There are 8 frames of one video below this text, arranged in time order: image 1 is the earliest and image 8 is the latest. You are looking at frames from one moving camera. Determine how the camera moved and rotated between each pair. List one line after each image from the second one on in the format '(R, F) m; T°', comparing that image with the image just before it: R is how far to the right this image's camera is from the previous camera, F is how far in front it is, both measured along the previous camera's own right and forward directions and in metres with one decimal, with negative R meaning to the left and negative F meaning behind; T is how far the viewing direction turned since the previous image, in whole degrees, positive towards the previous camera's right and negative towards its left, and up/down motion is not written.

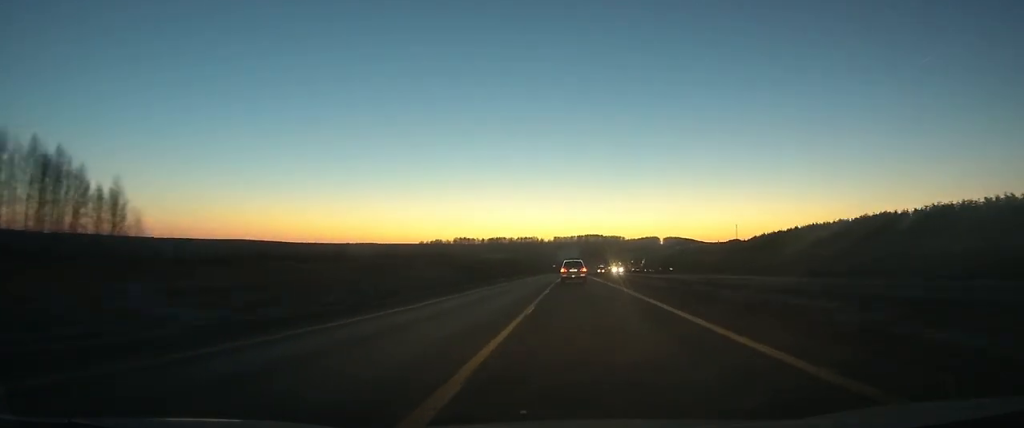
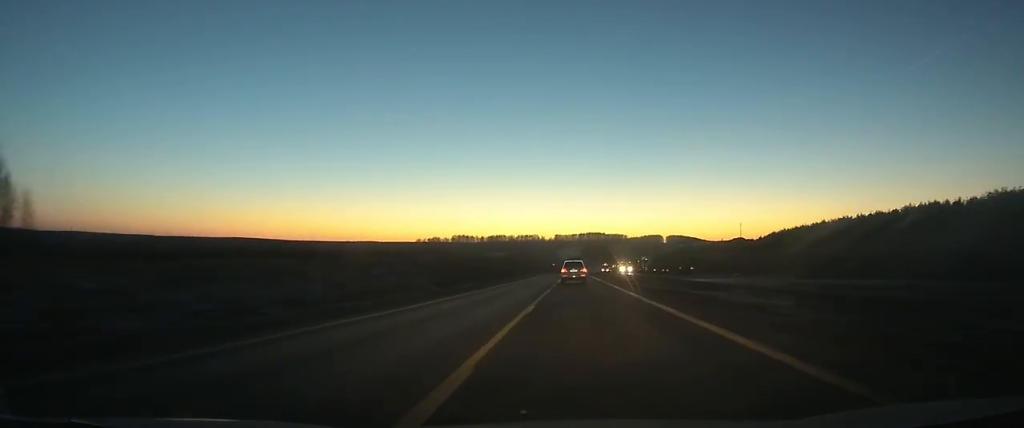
(+0.2, +25.3) m; 0°
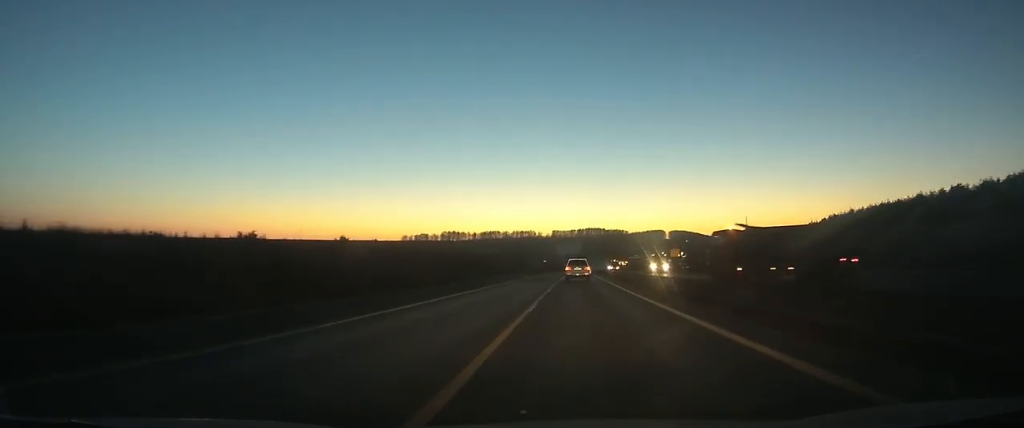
(+0.3, +66.8) m; +1°
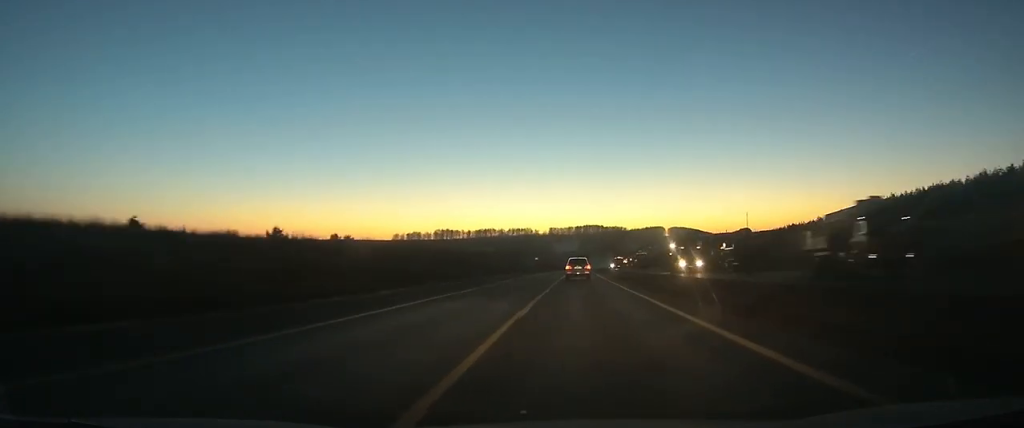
(+0.2, +28.8) m; 0°
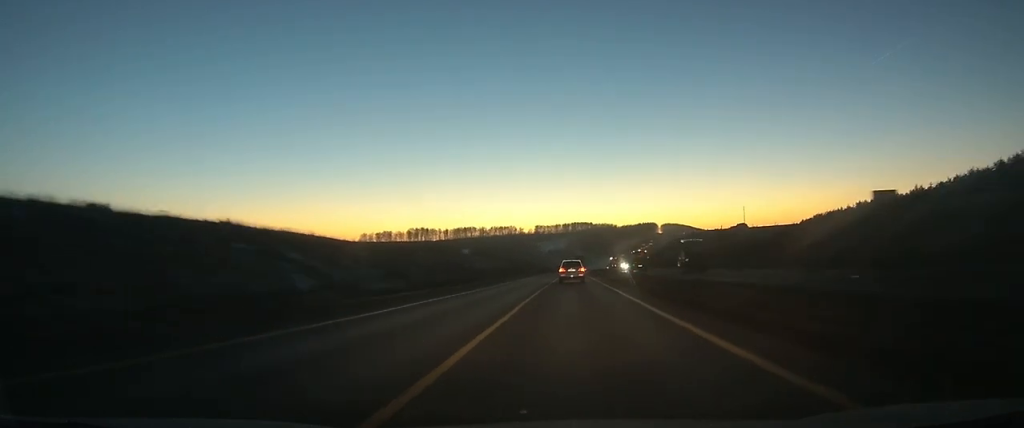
(+0.2, +75.7) m; 0°
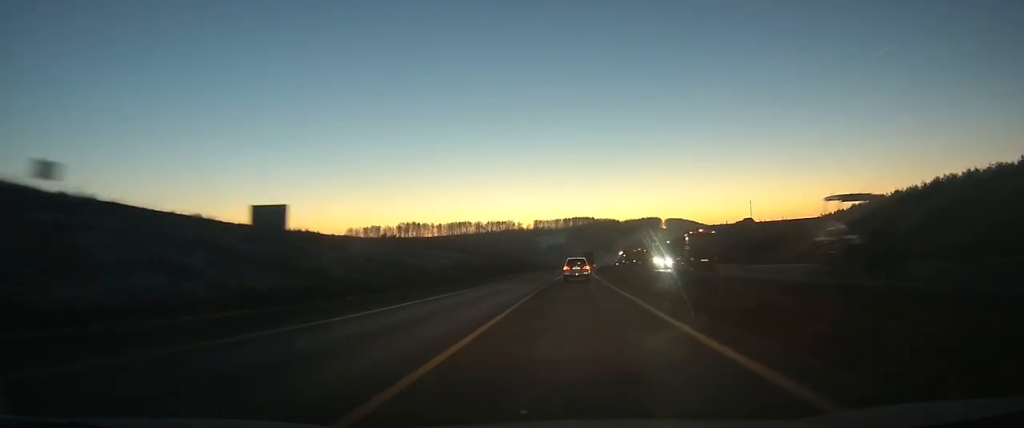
(+0.1, +43.4) m; 0°
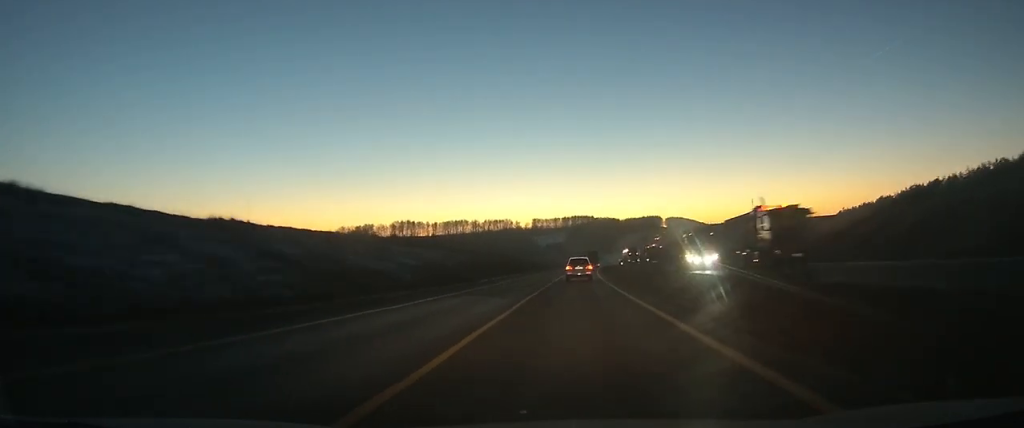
(-0.1, +19.2) m; 0°
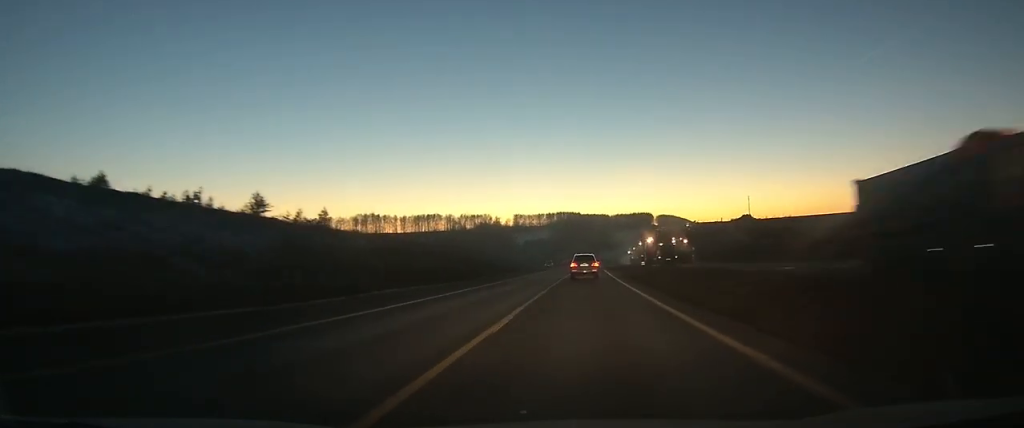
(+0.6, +71.8) m; +1°
